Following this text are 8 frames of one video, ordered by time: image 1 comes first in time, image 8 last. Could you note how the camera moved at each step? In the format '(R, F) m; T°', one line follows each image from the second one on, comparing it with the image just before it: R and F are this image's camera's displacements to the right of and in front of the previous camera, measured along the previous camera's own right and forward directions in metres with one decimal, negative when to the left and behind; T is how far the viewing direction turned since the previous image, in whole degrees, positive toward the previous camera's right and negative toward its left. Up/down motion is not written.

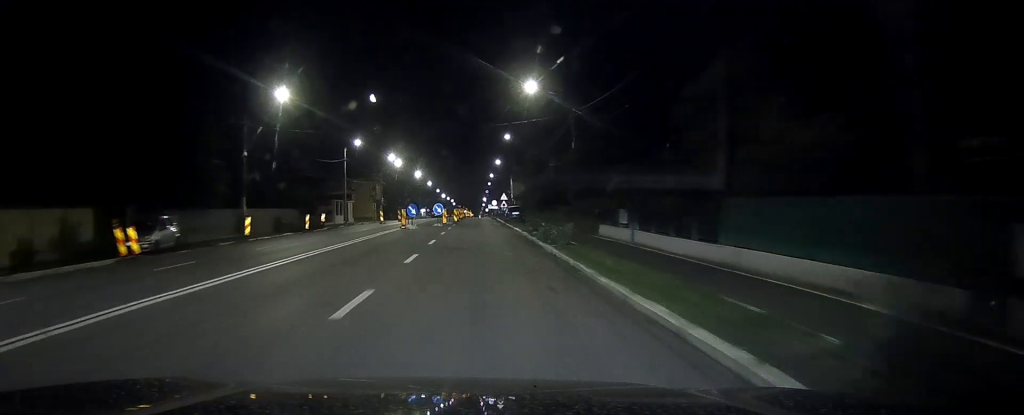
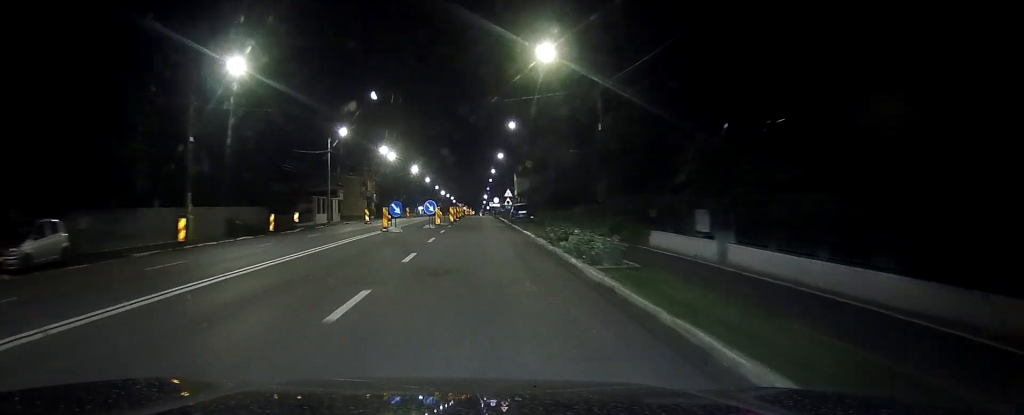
(0.0, +8.7) m; 0°
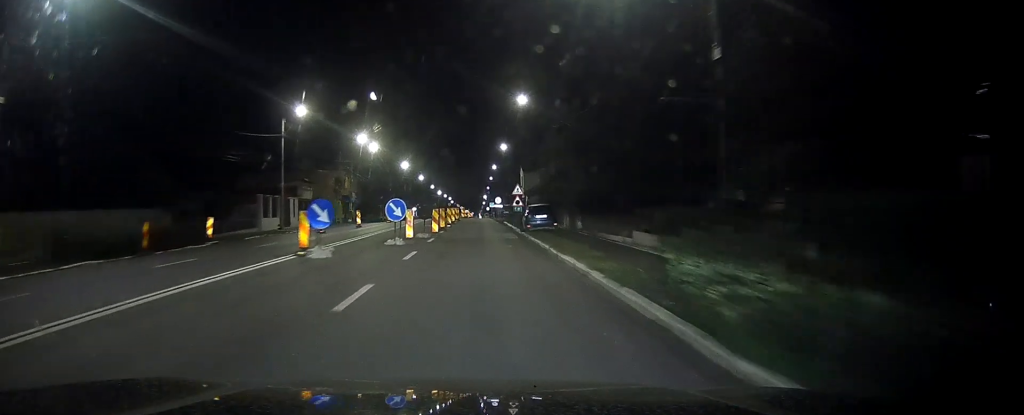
(+0.1, +16.8) m; +1°
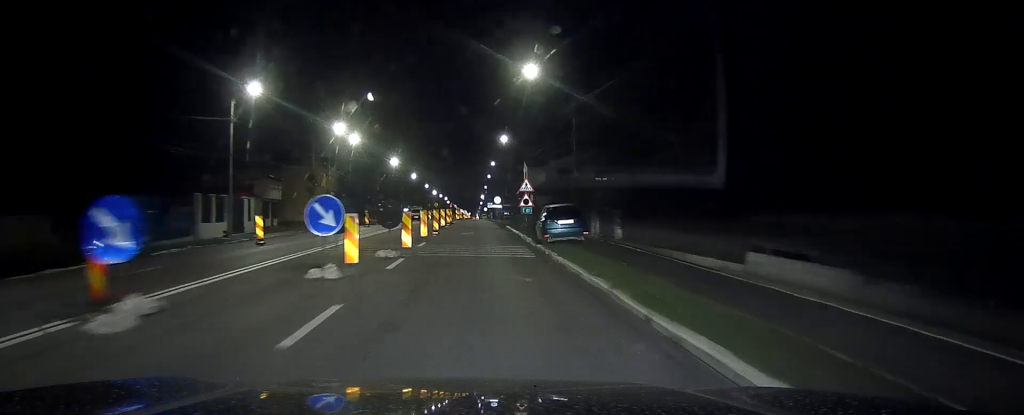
(0.0, +11.2) m; 0°
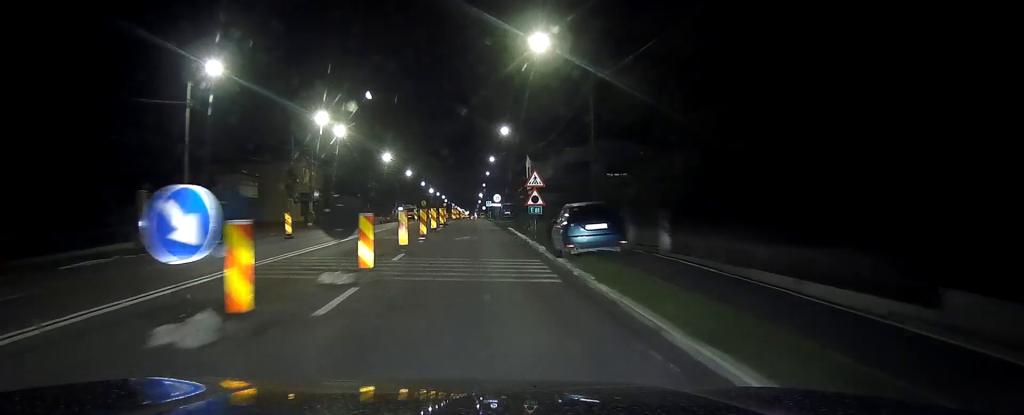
(-0.1, +6.9) m; 0°
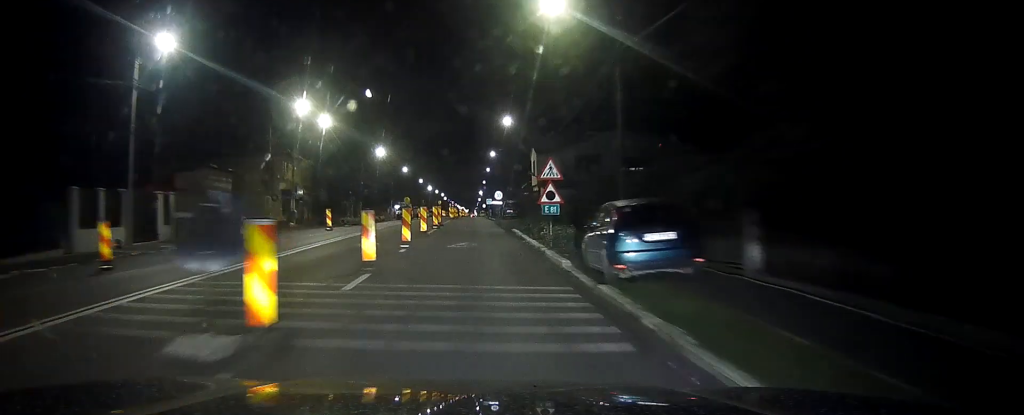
(+0.1, +6.5) m; 0°
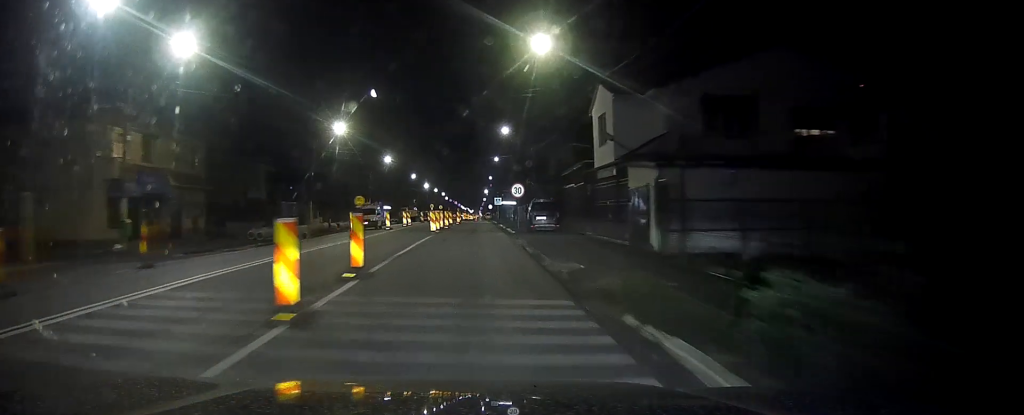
(+0.1, +31.4) m; 0°
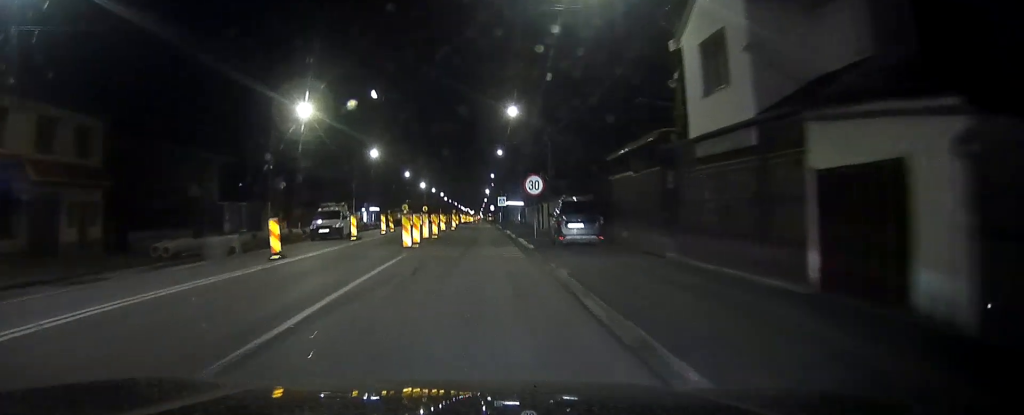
(-0.1, +13.8) m; -1°
